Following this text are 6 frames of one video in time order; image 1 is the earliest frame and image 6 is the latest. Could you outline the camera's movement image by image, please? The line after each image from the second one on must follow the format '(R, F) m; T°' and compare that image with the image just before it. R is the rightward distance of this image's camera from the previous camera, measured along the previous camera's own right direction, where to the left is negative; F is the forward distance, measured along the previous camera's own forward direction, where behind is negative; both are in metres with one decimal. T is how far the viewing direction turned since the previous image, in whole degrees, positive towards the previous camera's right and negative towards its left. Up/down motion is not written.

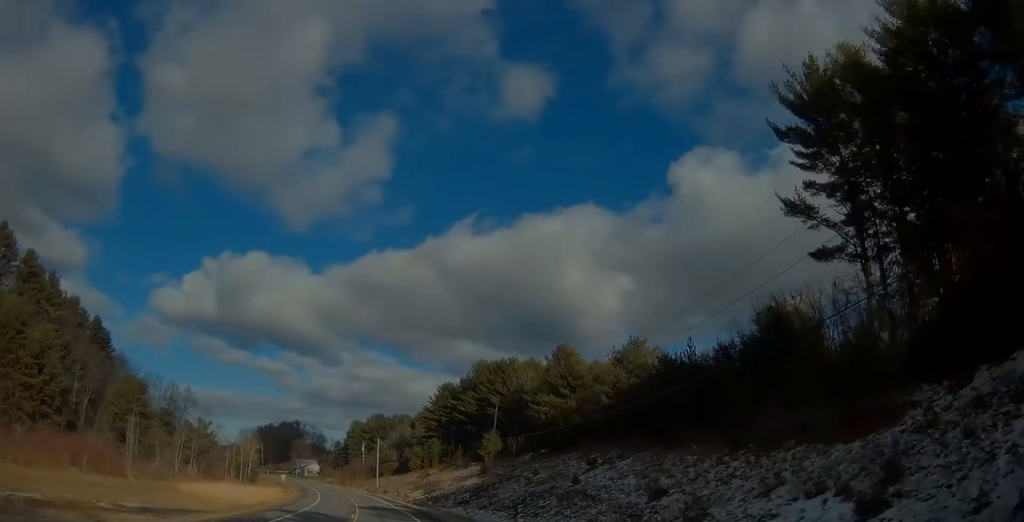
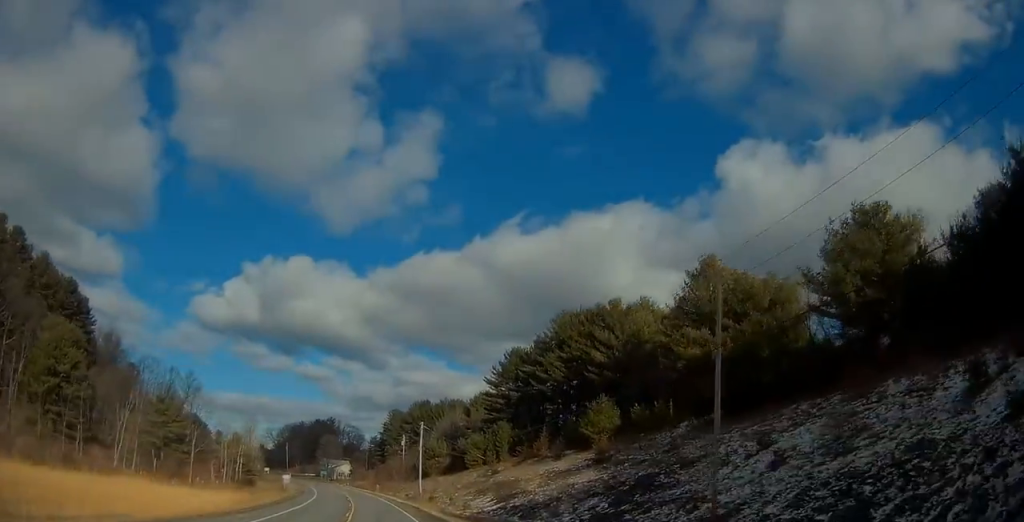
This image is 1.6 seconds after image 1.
(-1.6, +39.2) m; -5°
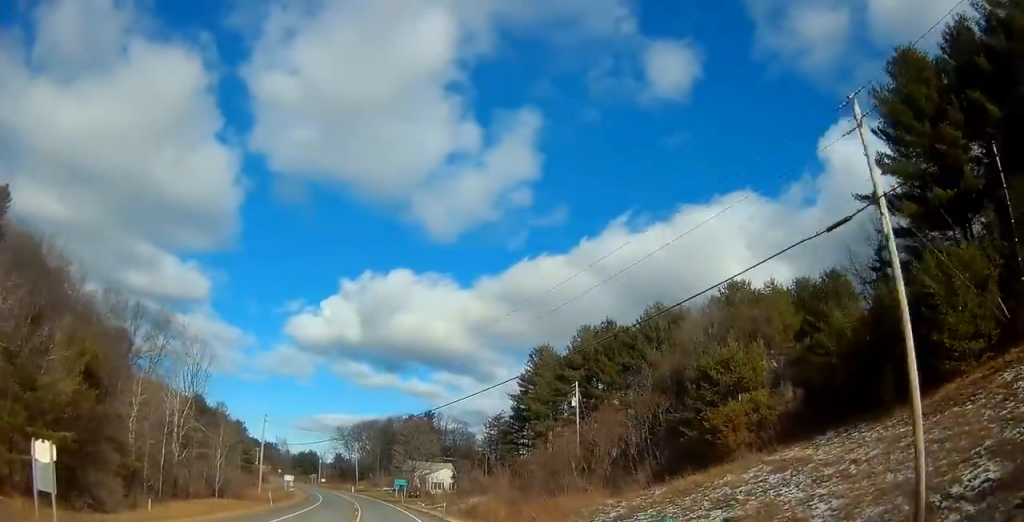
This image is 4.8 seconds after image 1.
(-7.4, +80.1) m; -11°
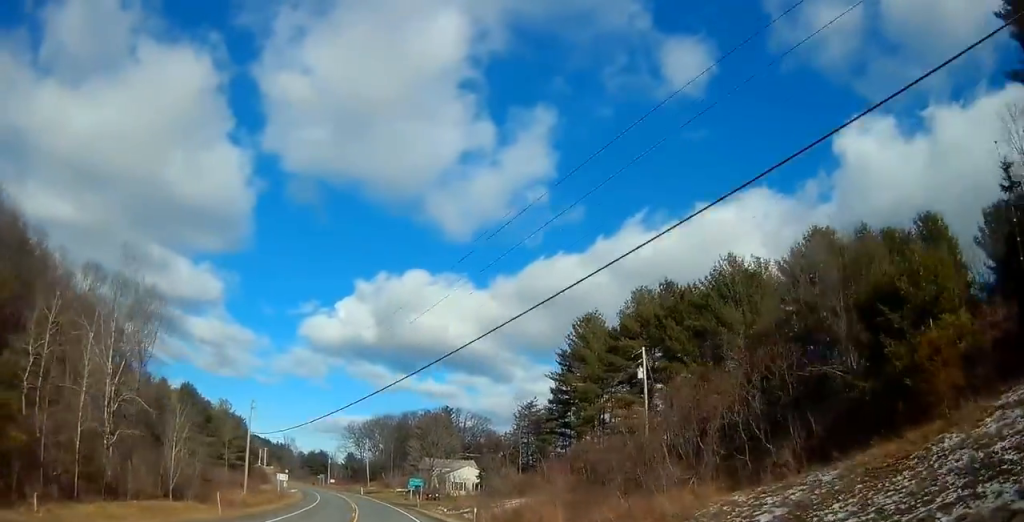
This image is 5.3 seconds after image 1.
(-0.6, +14.3) m; -2°
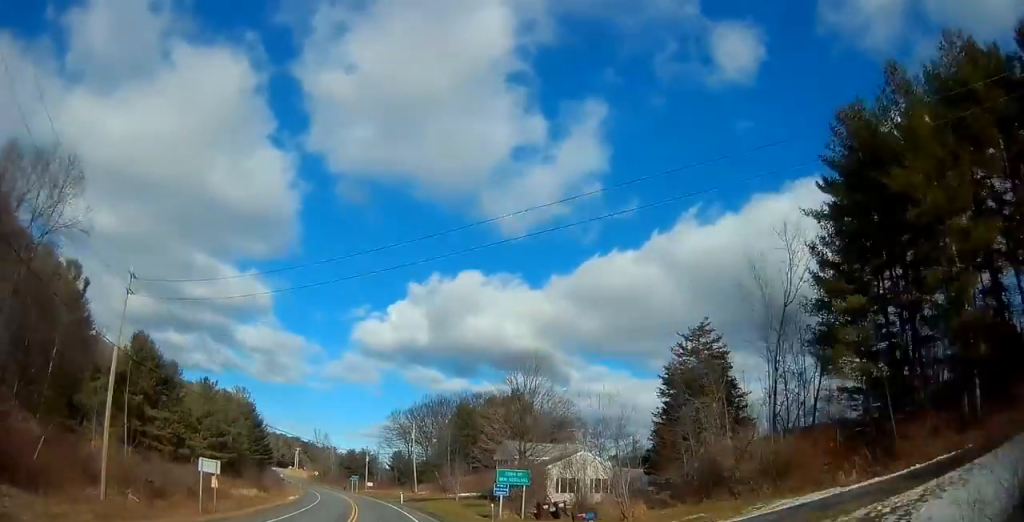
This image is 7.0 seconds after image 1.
(-1.5, +41.4) m; -4°
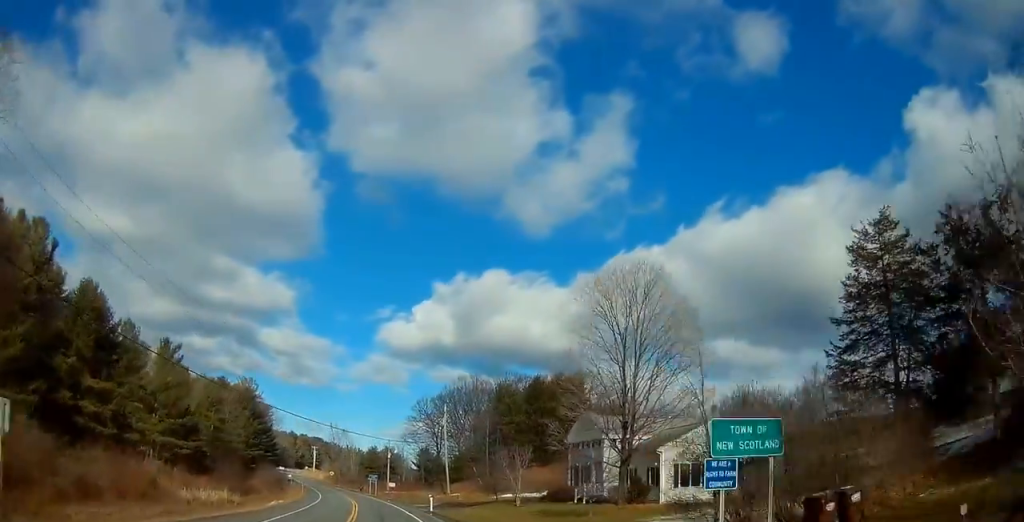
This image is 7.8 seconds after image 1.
(-0.4, +20.9) m; -3°
